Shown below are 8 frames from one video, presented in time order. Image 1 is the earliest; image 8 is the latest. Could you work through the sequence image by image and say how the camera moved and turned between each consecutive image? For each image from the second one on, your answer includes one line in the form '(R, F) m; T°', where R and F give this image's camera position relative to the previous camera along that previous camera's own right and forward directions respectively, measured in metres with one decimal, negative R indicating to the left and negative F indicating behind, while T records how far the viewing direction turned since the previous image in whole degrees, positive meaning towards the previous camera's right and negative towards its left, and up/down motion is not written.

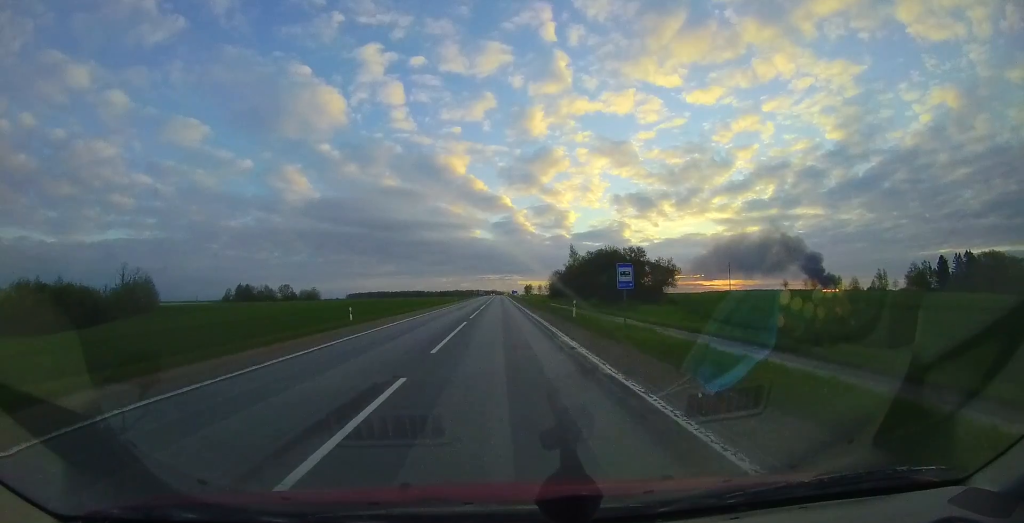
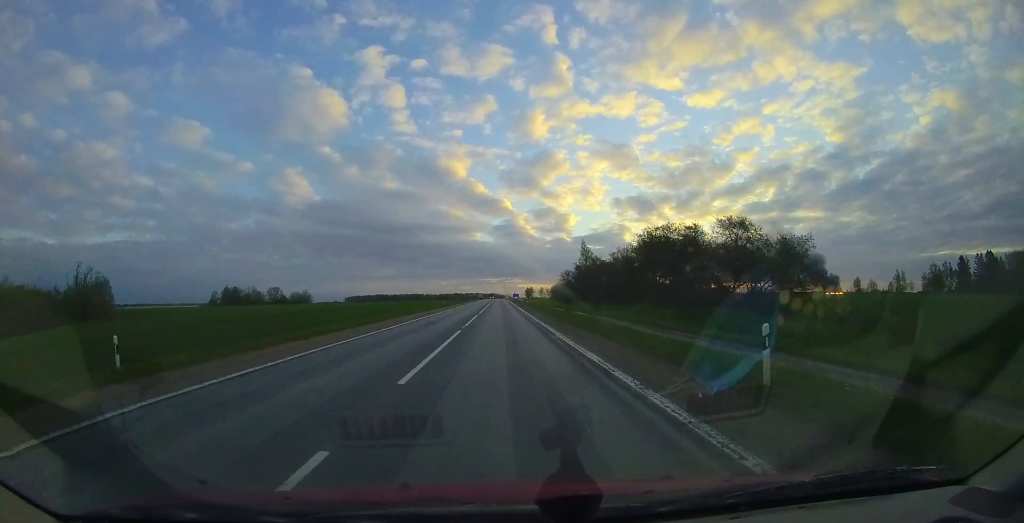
(+0.1, +14.2) m; +1°
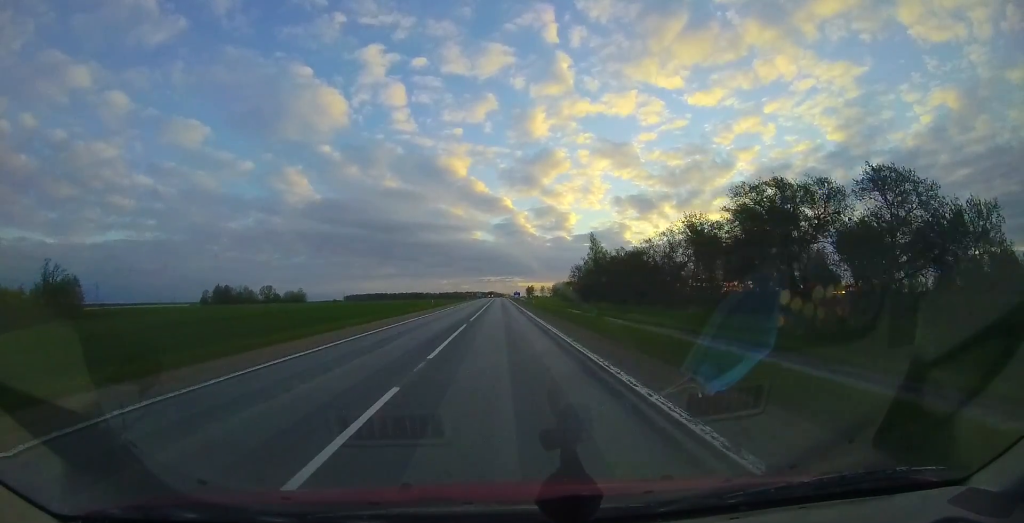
(0.0, +9.2) m; +1°
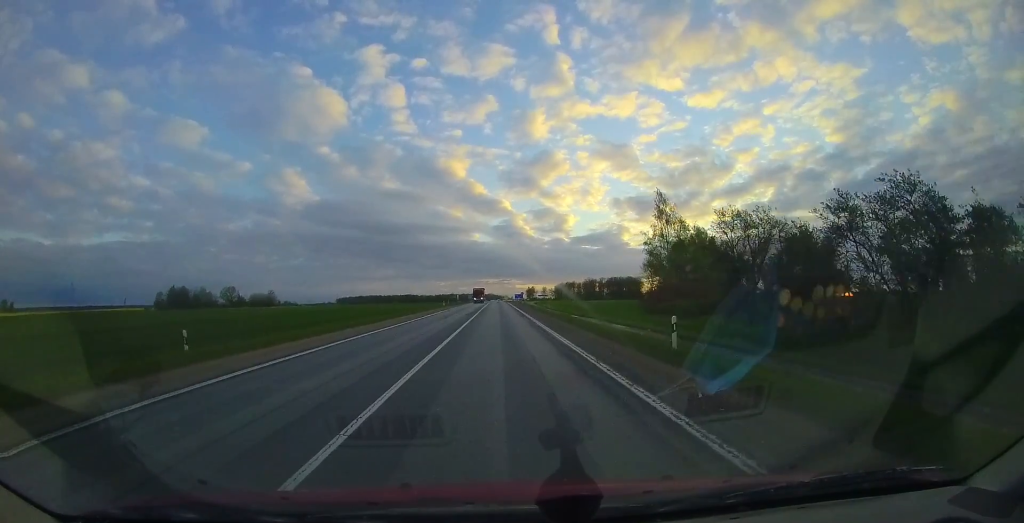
(+0.4, +38.1) m; 0°
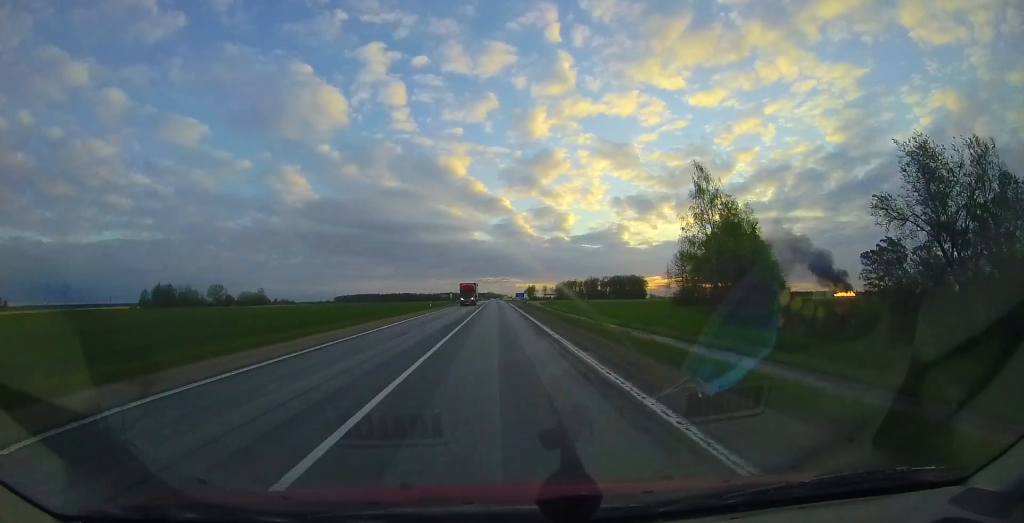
(0.0, +11.3) m; 0°
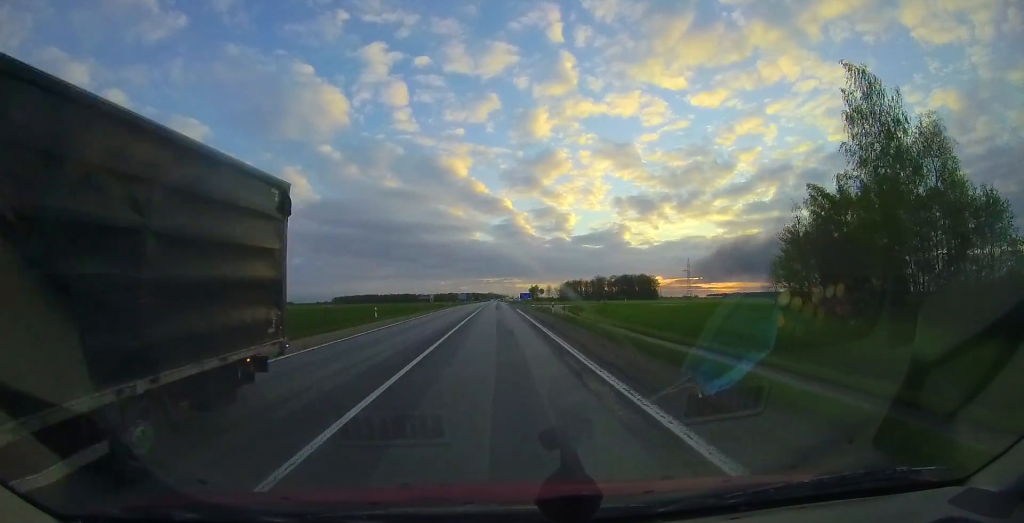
(0.0, +21.7) m; 0°
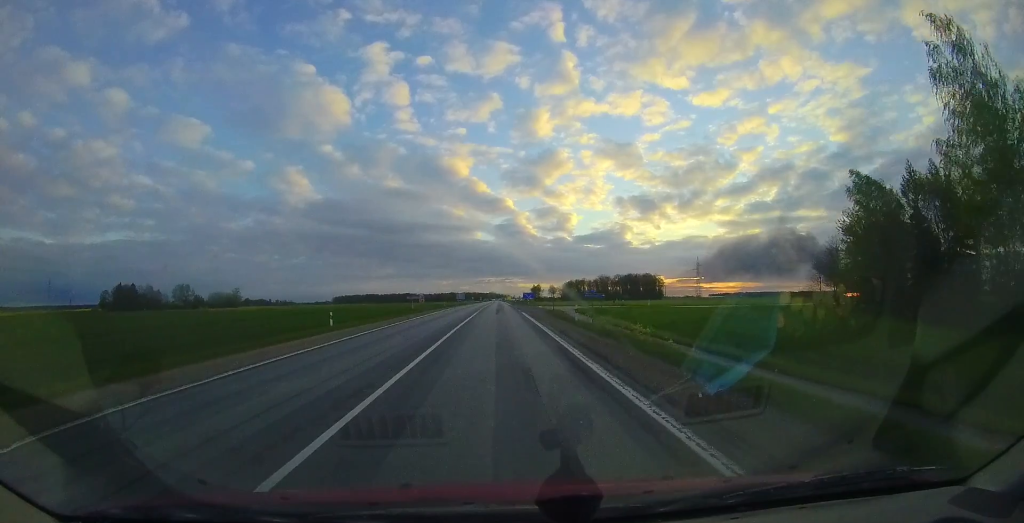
(0.0, +7.5) m; 0°
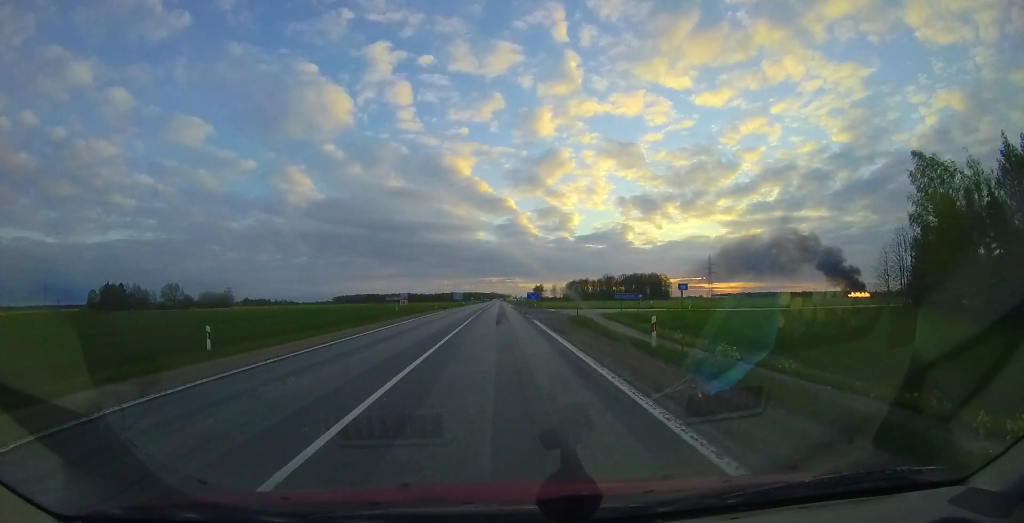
(+0.1, +9.5) m; -1°
